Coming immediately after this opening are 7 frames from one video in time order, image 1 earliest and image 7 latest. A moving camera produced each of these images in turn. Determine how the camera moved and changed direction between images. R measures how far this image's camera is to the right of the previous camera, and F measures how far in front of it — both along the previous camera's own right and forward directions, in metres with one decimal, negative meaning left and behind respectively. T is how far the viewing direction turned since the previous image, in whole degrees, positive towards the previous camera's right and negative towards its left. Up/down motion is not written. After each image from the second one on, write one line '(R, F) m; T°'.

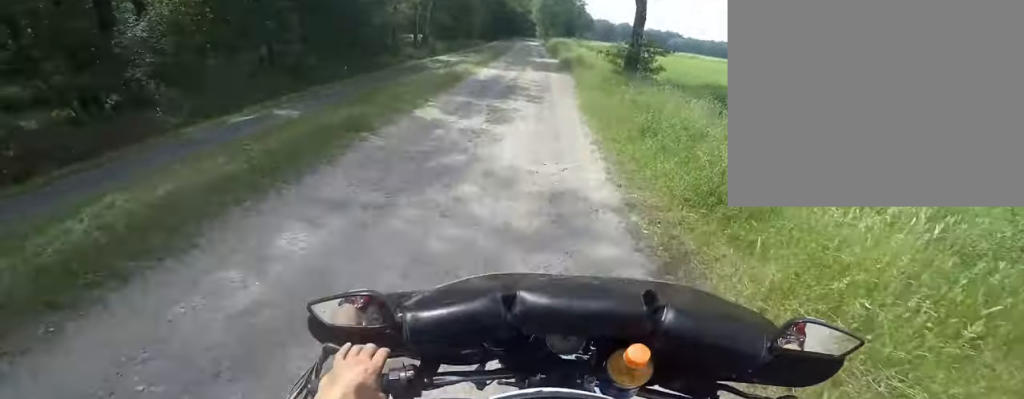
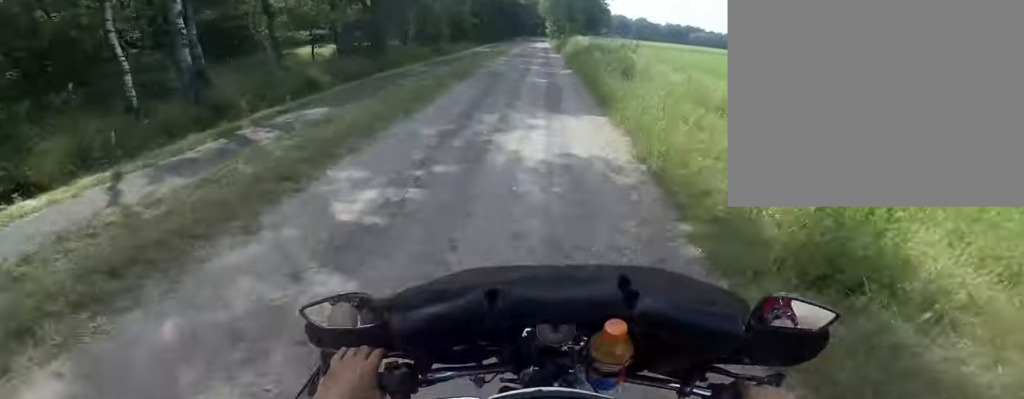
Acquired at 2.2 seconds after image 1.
(+0.3, +16.8) m; 0°
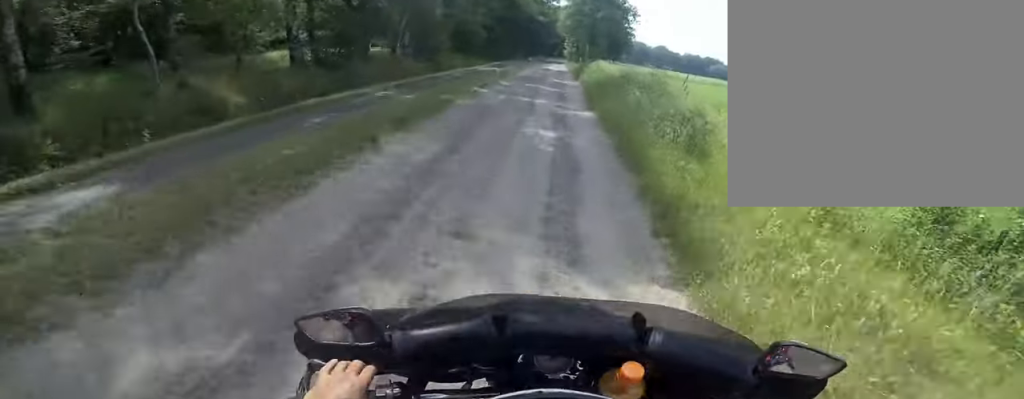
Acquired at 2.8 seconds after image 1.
(-0.4, +4.2) m; -4°
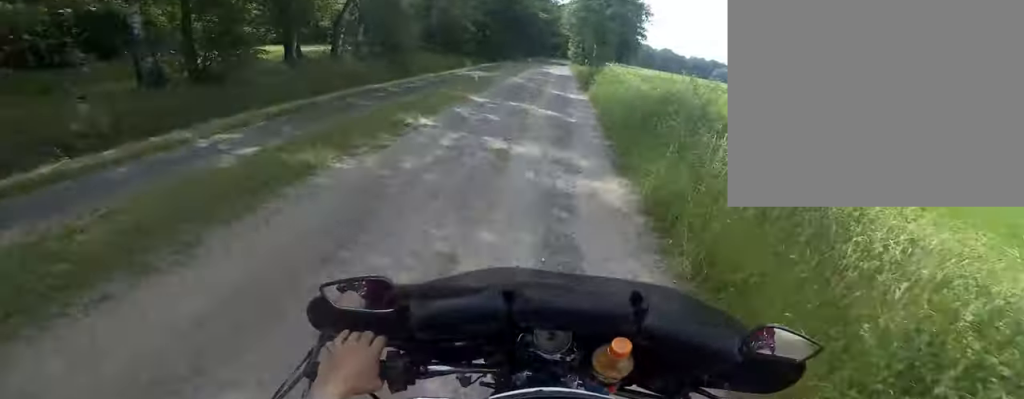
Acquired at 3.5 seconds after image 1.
(-0.4, +5.2) m; -4°
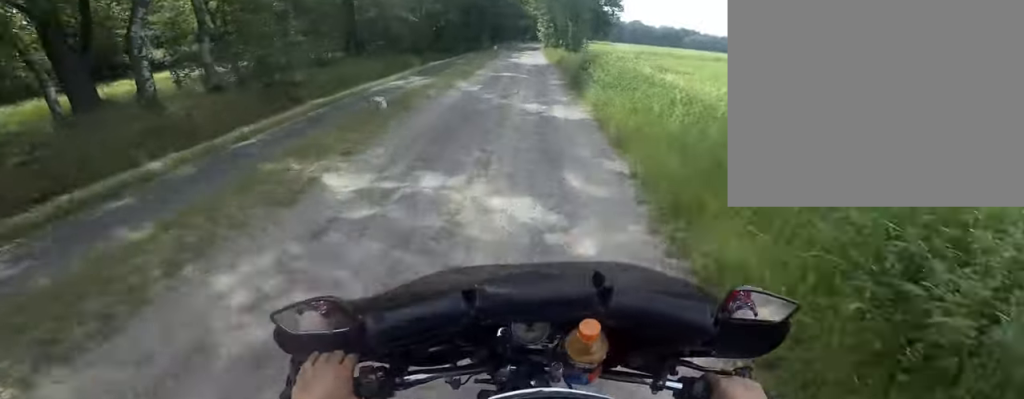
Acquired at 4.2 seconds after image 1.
(0.0, +6.0) m; 0°
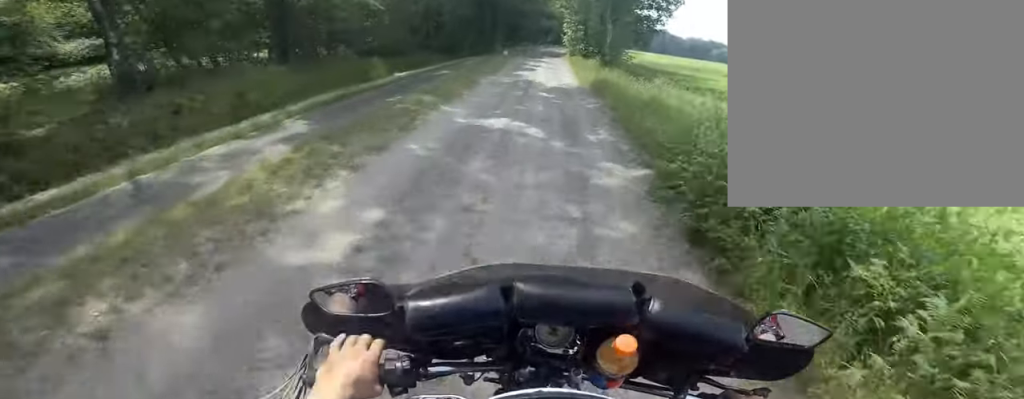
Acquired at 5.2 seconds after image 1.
(0.0, +7.8) m; +1°
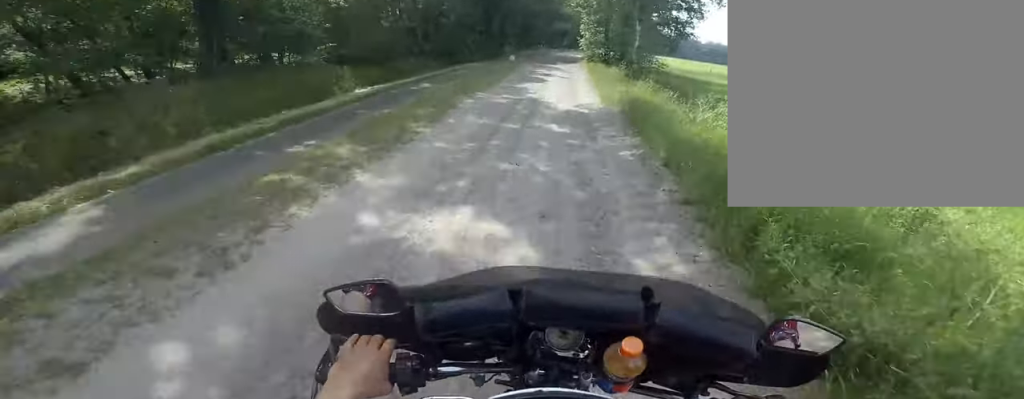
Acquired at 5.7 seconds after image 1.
(0.0, +3.5) m; 0°
